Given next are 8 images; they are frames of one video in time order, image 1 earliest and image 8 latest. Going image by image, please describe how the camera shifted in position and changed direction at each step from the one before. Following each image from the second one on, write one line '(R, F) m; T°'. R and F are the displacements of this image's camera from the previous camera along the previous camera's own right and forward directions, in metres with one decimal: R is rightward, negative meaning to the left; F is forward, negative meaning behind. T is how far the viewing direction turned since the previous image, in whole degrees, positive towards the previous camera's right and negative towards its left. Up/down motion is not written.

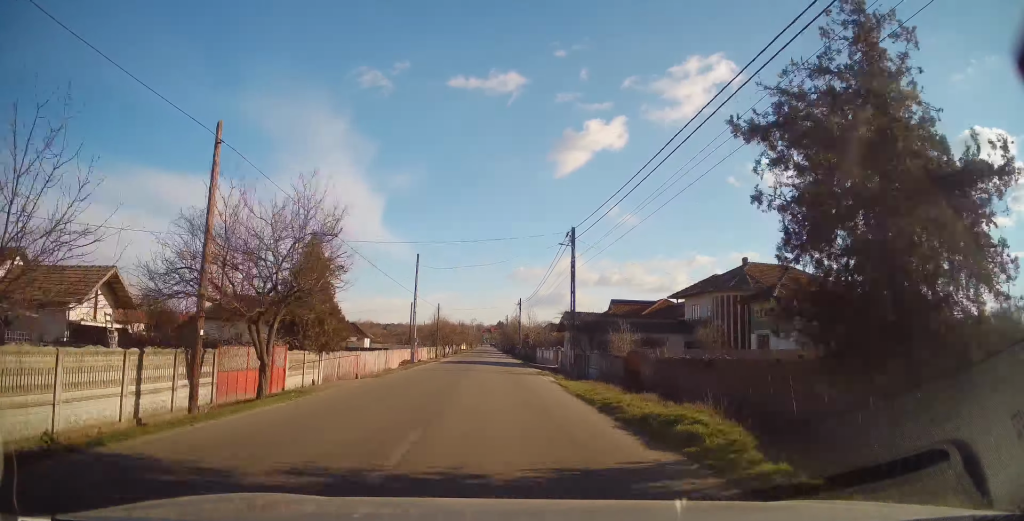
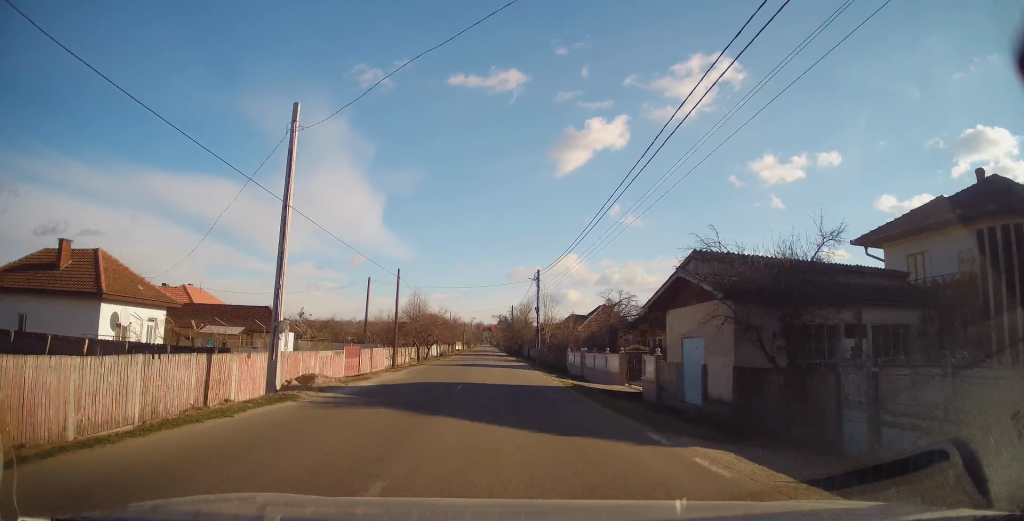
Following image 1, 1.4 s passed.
(+0.2, +26.5) m; +1°
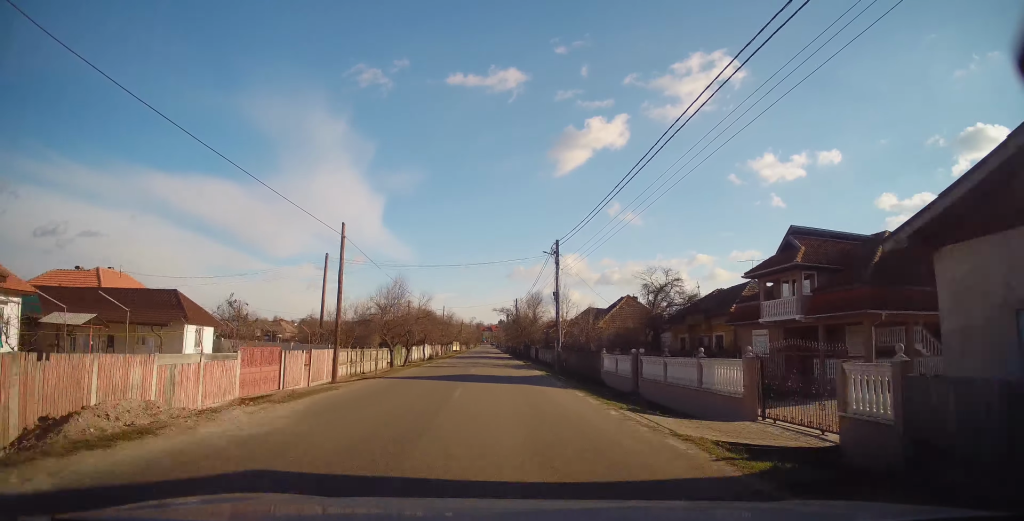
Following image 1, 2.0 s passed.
(0.0, +12.5) m; 0°
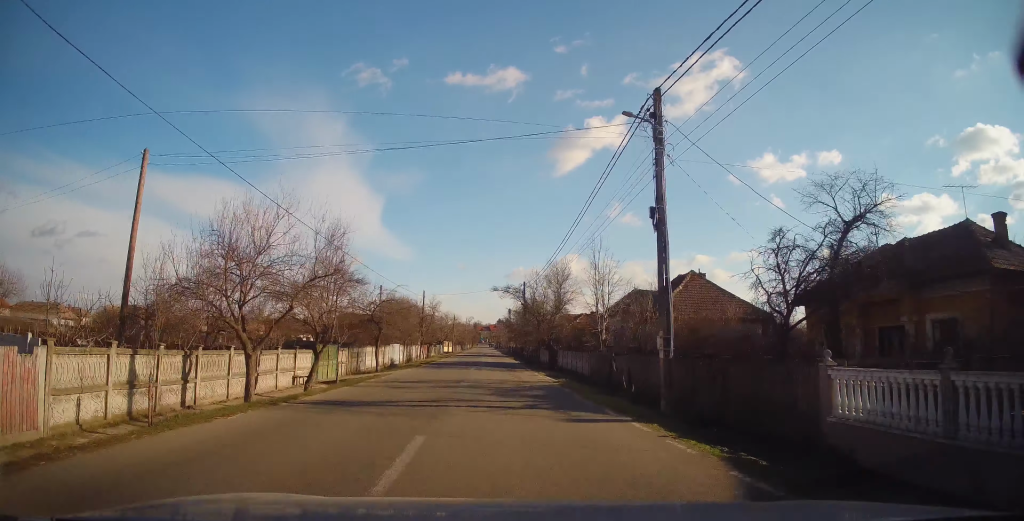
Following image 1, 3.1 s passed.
(-0.3, +20.2) m; -1°
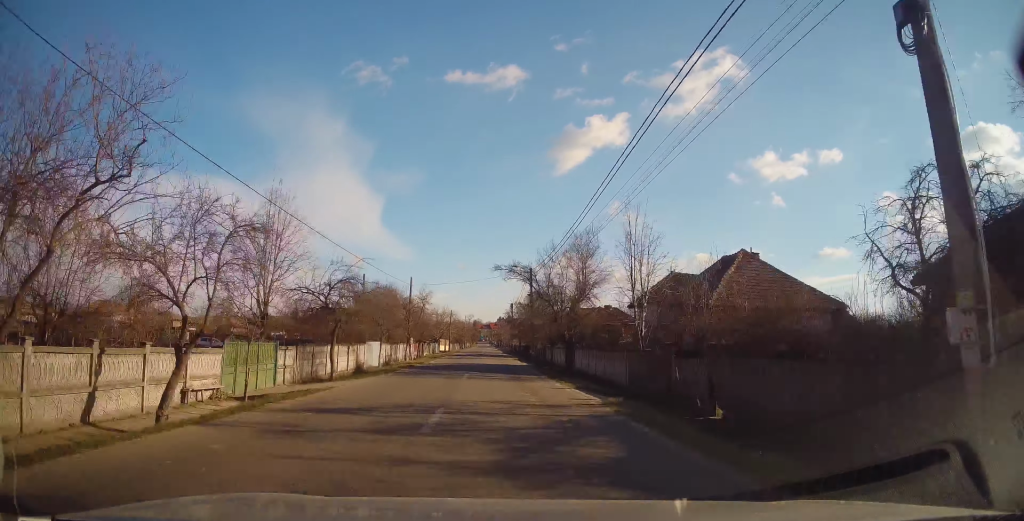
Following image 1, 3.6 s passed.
(-0.3, +8.3) m; 0°
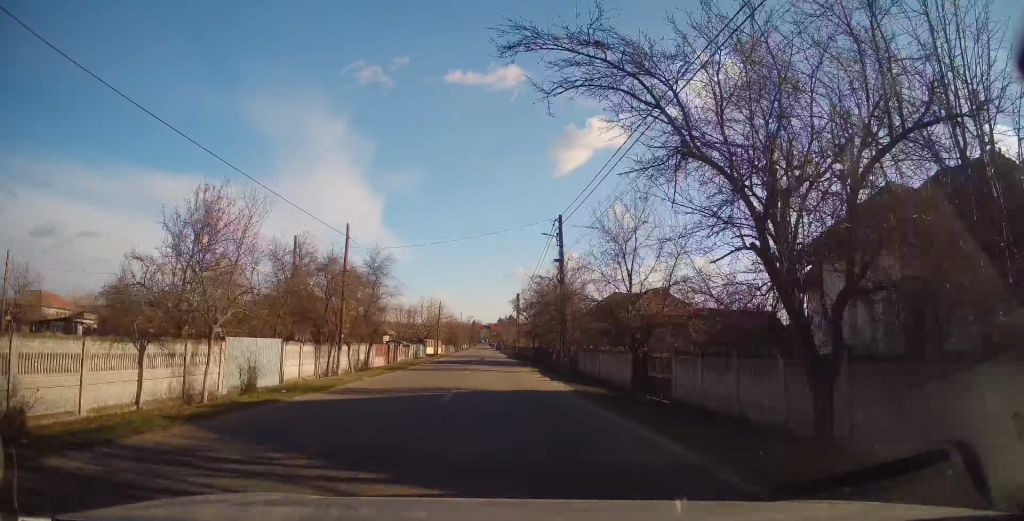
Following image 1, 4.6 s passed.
(+0.6, +19.6) m; +1°
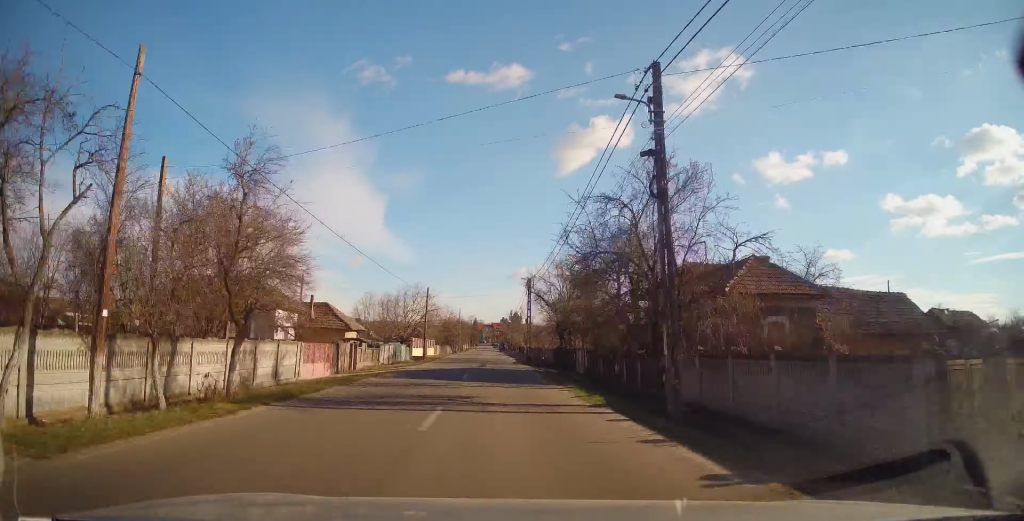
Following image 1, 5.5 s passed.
(-0.4, +15.7) m; -1°
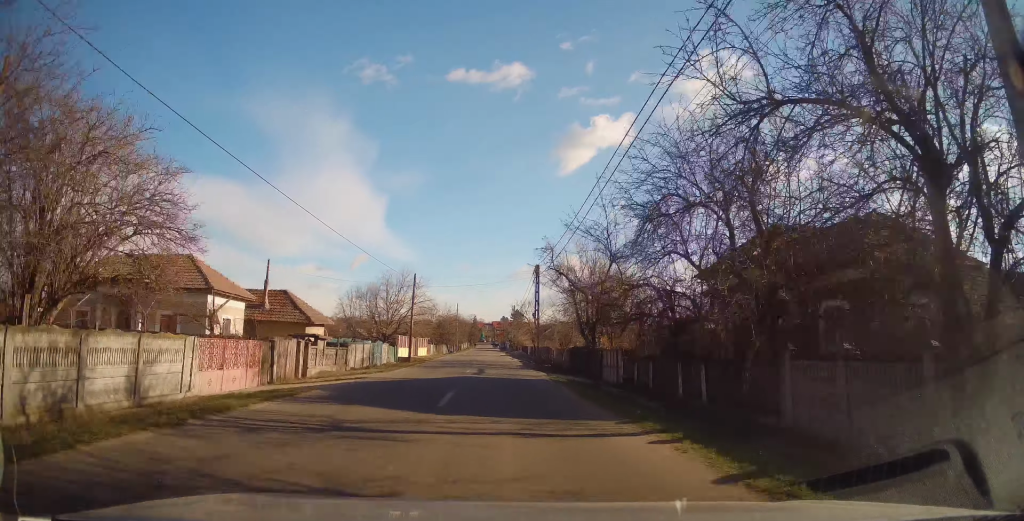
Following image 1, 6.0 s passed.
(0.0, +8.5) m; +1°
